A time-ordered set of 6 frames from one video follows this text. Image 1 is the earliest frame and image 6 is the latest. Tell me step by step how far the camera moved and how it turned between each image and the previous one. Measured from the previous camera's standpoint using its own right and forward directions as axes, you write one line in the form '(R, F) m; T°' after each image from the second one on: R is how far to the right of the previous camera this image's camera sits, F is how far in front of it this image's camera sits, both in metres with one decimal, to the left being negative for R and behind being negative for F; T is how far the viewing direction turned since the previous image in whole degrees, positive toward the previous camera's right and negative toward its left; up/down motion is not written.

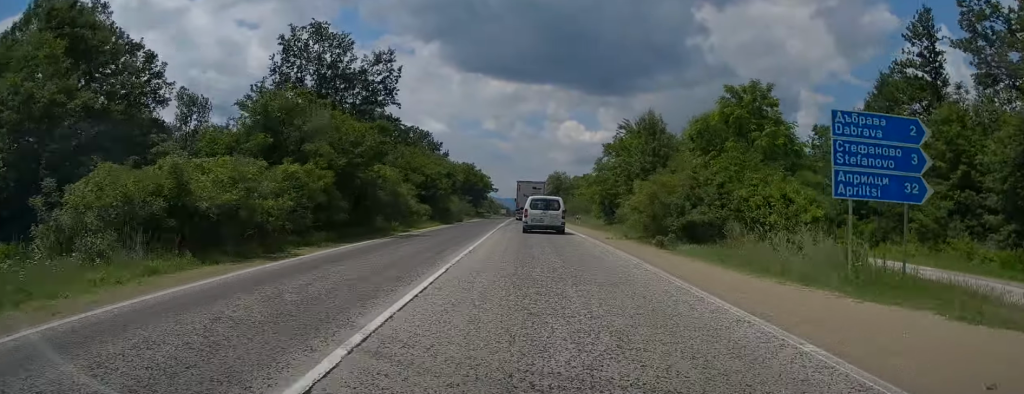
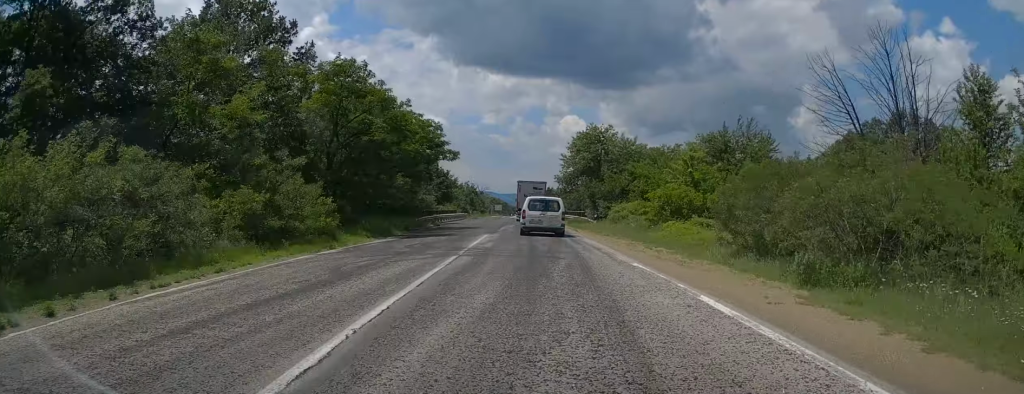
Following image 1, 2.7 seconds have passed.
(+0.1, +59.4) m; 0°
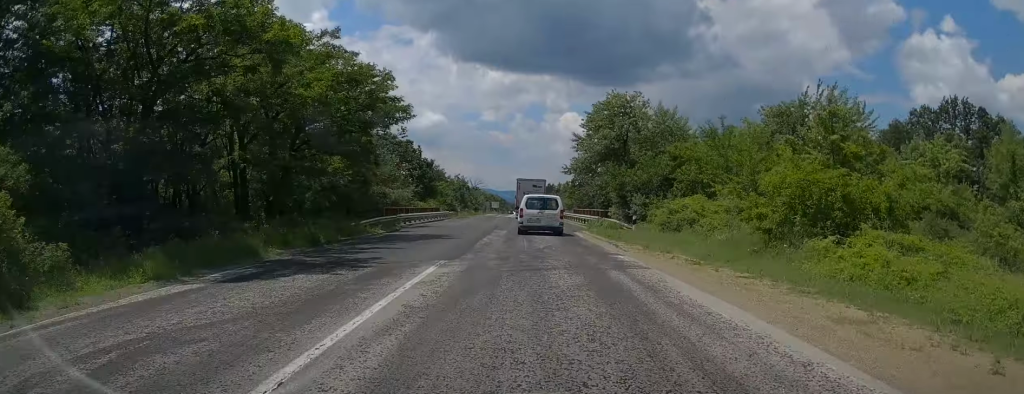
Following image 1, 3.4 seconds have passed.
(-0.1, +14.6) m; 0°
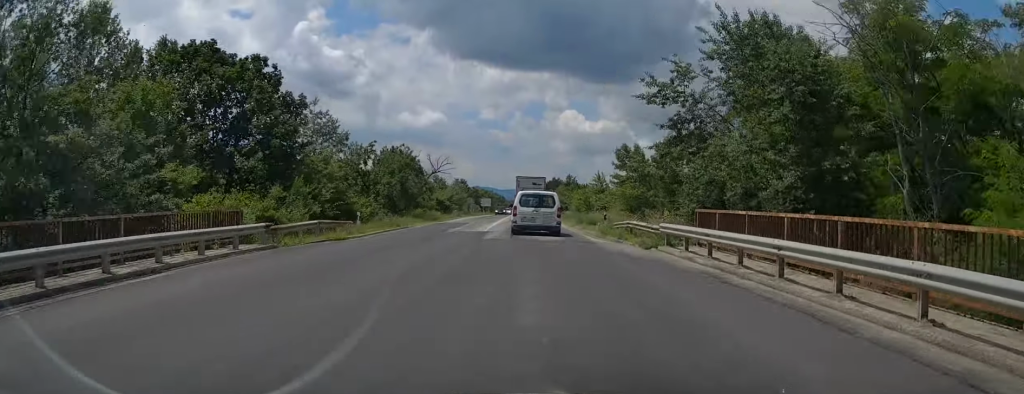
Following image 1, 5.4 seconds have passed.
(-0.1, +43.8) m; 0°
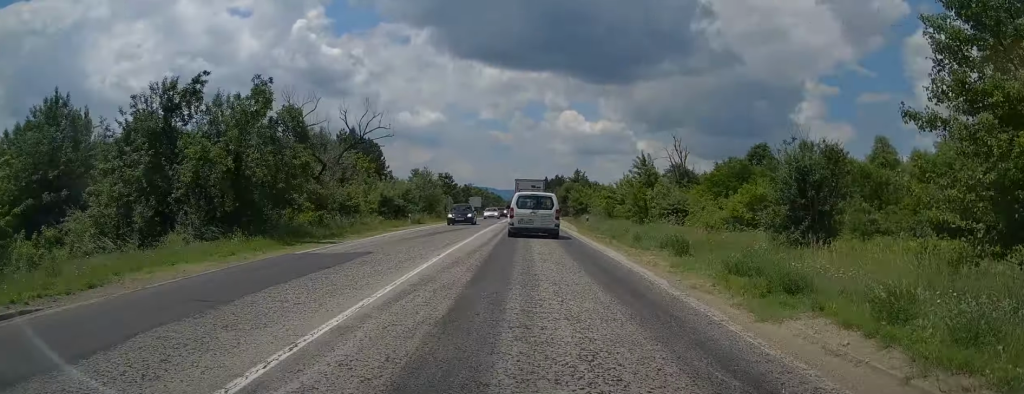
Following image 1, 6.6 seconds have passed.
(-0.1, +27.2) m; +1°
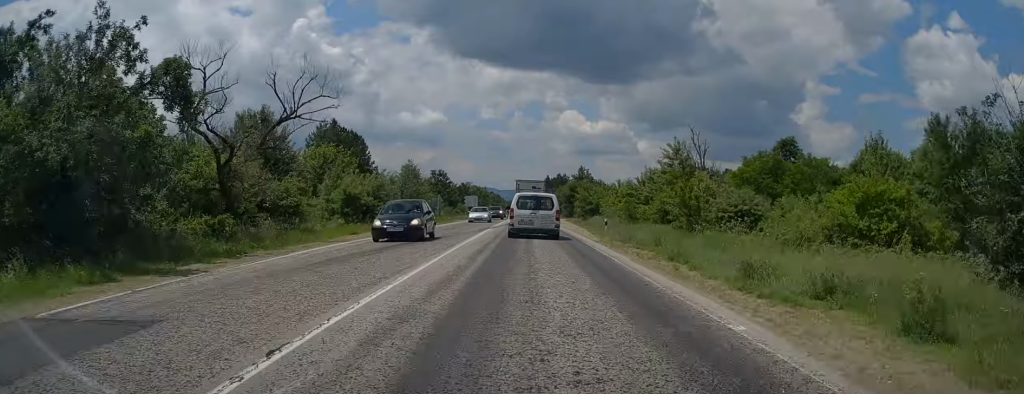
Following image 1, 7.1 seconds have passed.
(+0.1, +9.2) m; 0°
